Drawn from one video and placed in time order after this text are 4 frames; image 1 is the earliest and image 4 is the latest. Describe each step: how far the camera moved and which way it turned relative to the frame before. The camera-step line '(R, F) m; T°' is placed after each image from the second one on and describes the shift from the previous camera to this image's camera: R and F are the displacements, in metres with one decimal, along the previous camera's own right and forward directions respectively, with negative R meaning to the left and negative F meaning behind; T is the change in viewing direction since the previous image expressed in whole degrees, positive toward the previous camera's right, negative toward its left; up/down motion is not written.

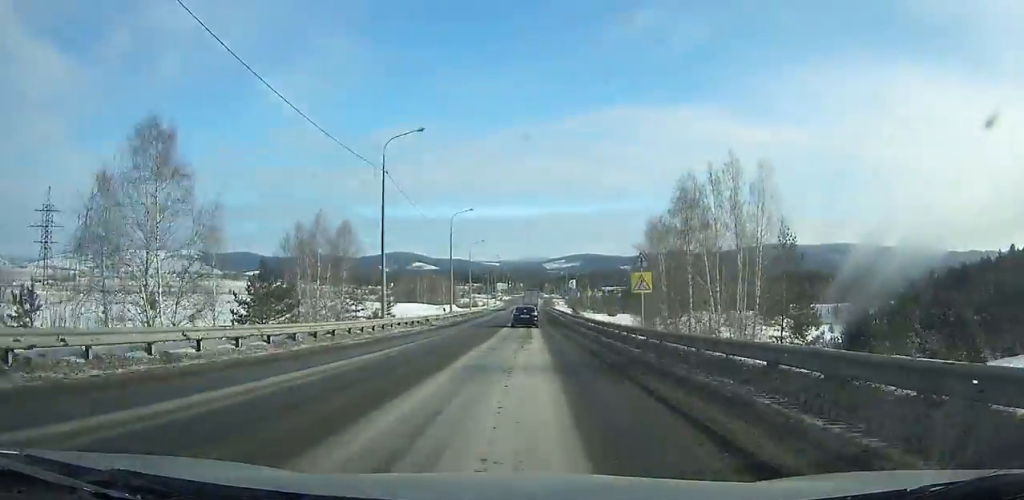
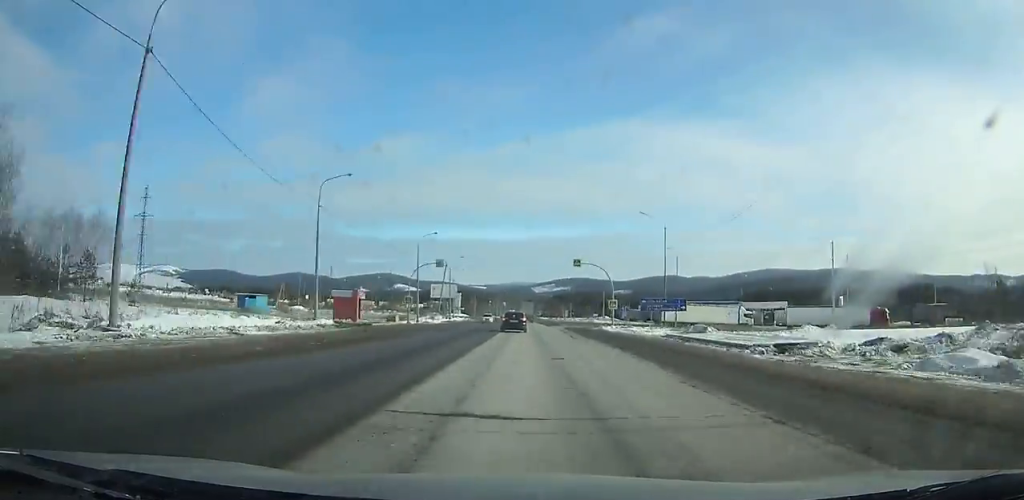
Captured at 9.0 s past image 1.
(+0.8, +192.3) m; +1°
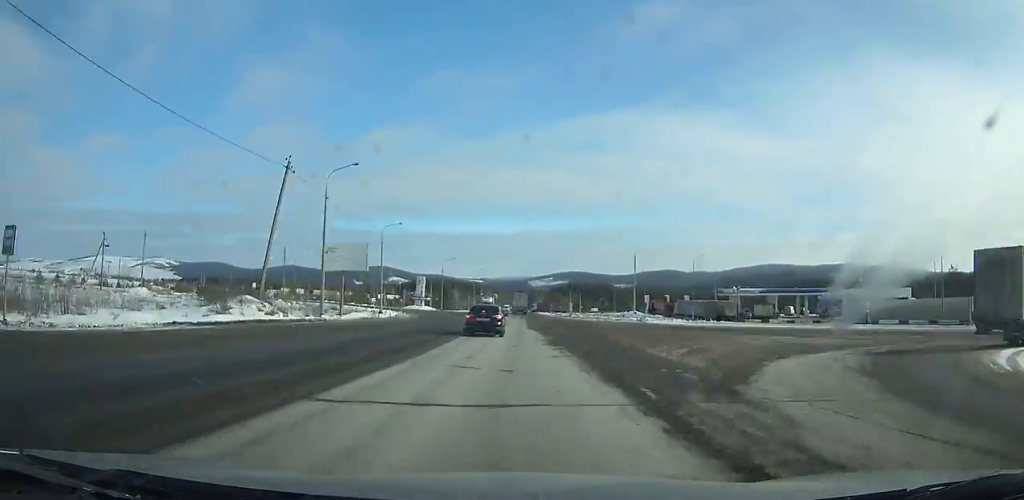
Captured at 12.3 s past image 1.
(+0.6, +69.7) m; 0°
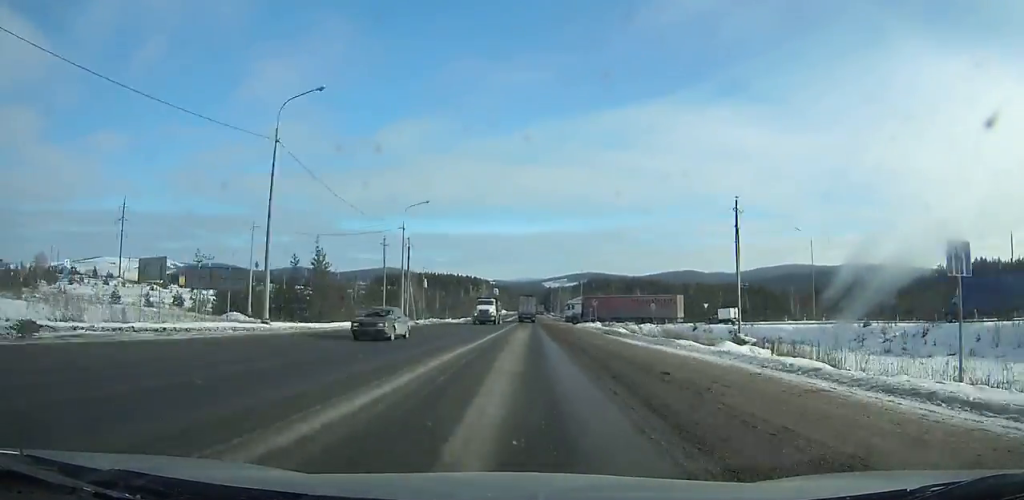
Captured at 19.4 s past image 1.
(-2.0, +148.8) m; -1°
